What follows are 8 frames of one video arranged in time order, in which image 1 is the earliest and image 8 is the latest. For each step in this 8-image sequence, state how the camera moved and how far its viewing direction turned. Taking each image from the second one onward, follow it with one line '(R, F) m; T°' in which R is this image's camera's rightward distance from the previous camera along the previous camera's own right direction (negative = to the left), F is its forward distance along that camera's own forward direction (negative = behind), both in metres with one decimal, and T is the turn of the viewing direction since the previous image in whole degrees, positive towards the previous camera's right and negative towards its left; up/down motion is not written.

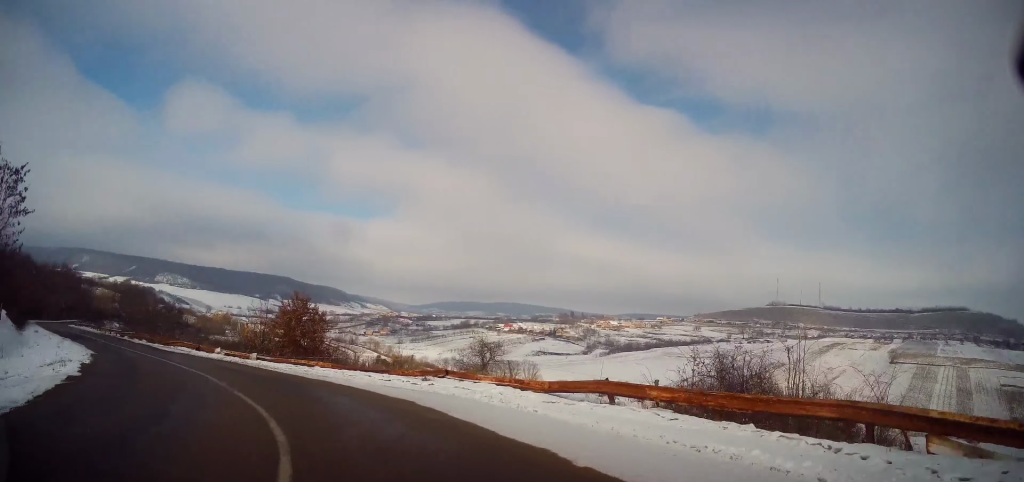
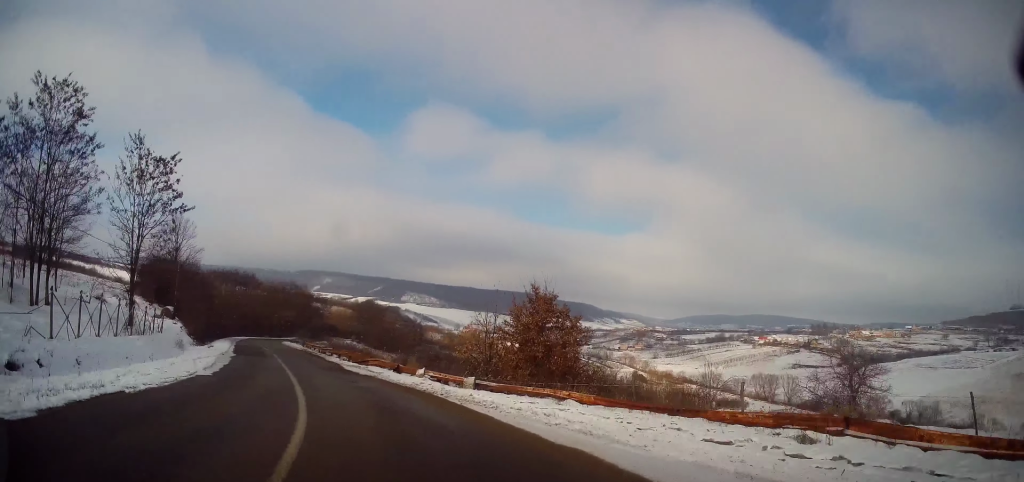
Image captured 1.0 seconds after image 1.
(-2.0, +8.6) m; -21°
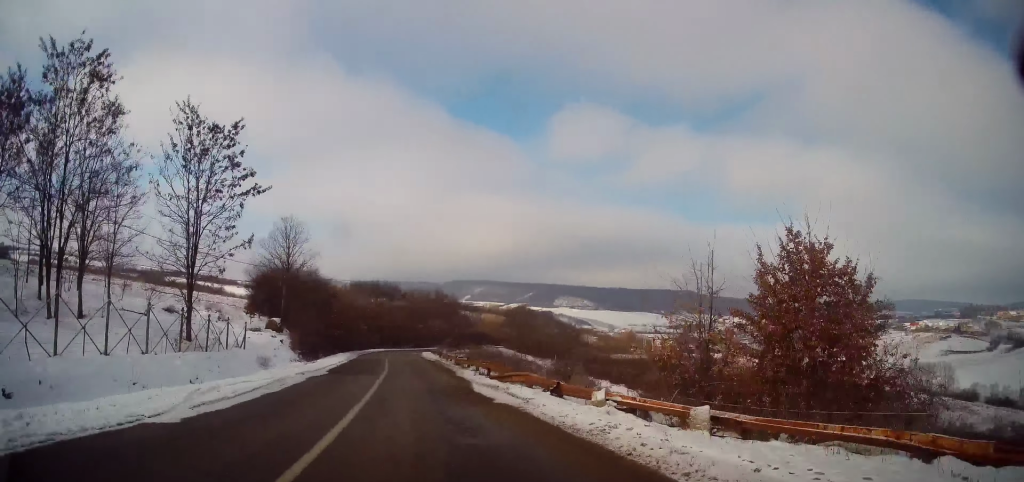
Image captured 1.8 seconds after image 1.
(-1.0, +7.9) m; -14°
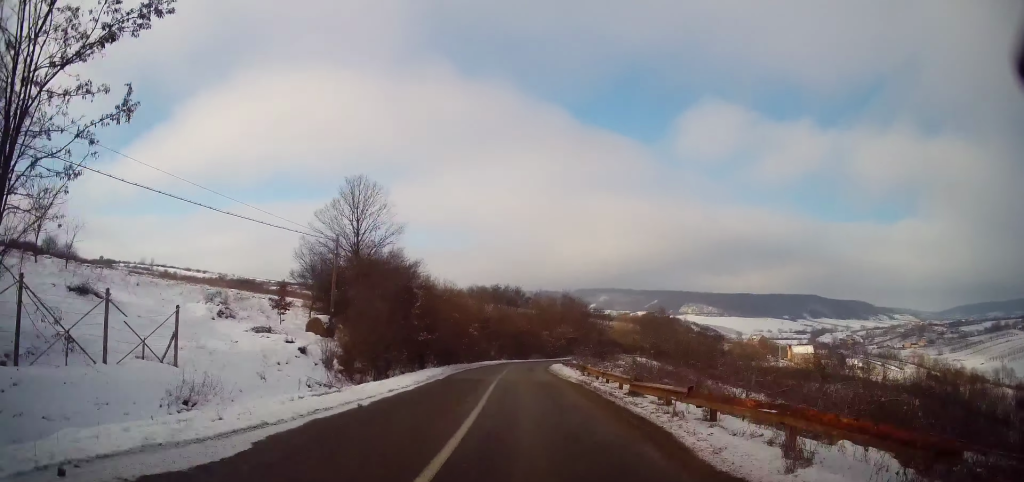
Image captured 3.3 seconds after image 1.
(-3.0, +14.9) m; -14°
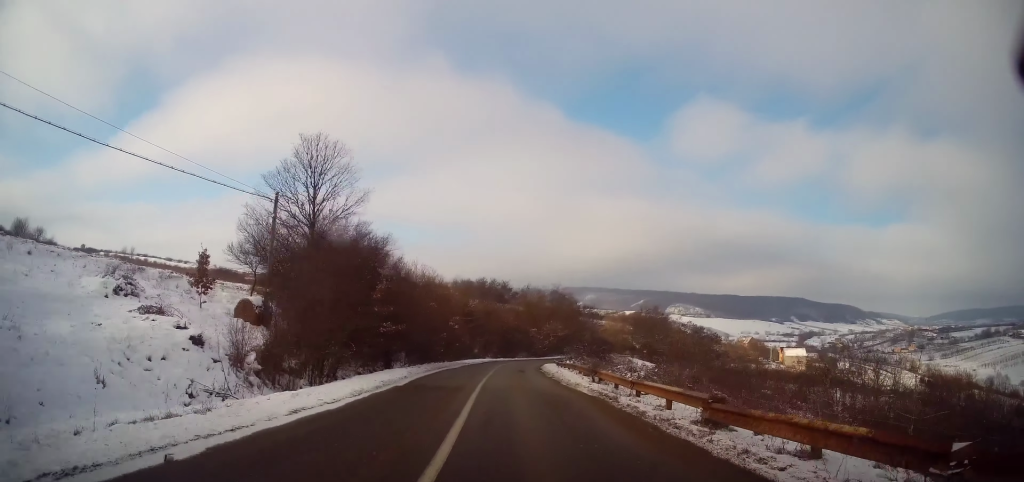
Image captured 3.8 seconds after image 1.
(0.0, +6.7) m; 0°
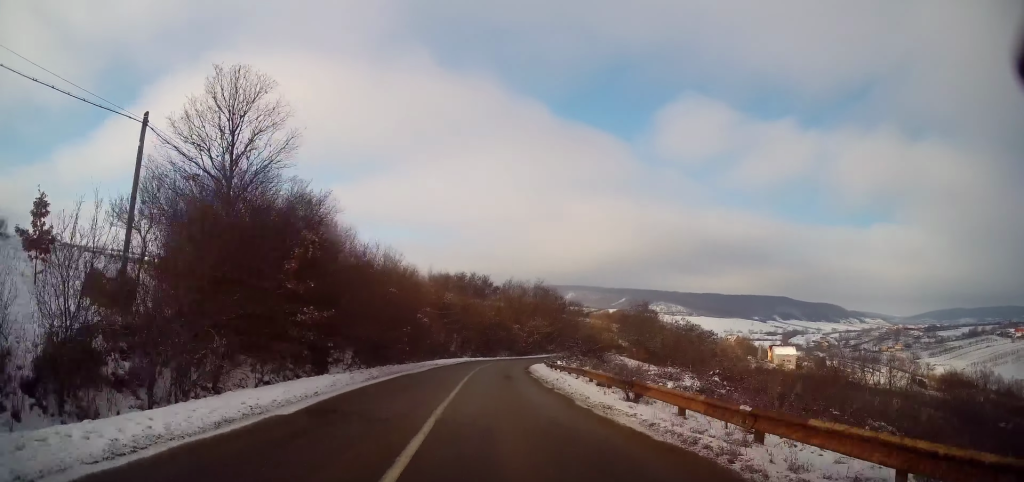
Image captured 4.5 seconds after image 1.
(+0.2, +8.1) m; +2°
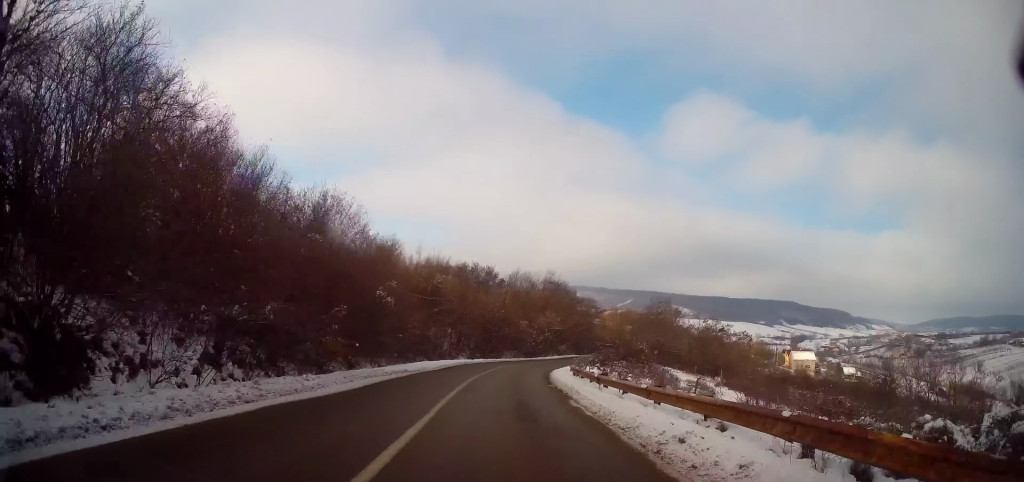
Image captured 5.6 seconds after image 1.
(0.0, +13.6) m; 0°
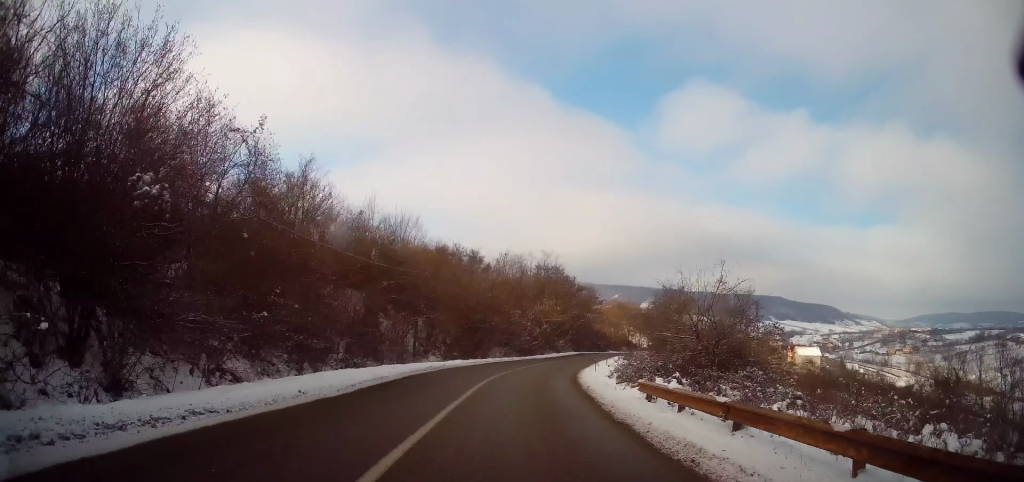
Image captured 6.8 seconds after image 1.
(0.0, +16.0) m; +1°
